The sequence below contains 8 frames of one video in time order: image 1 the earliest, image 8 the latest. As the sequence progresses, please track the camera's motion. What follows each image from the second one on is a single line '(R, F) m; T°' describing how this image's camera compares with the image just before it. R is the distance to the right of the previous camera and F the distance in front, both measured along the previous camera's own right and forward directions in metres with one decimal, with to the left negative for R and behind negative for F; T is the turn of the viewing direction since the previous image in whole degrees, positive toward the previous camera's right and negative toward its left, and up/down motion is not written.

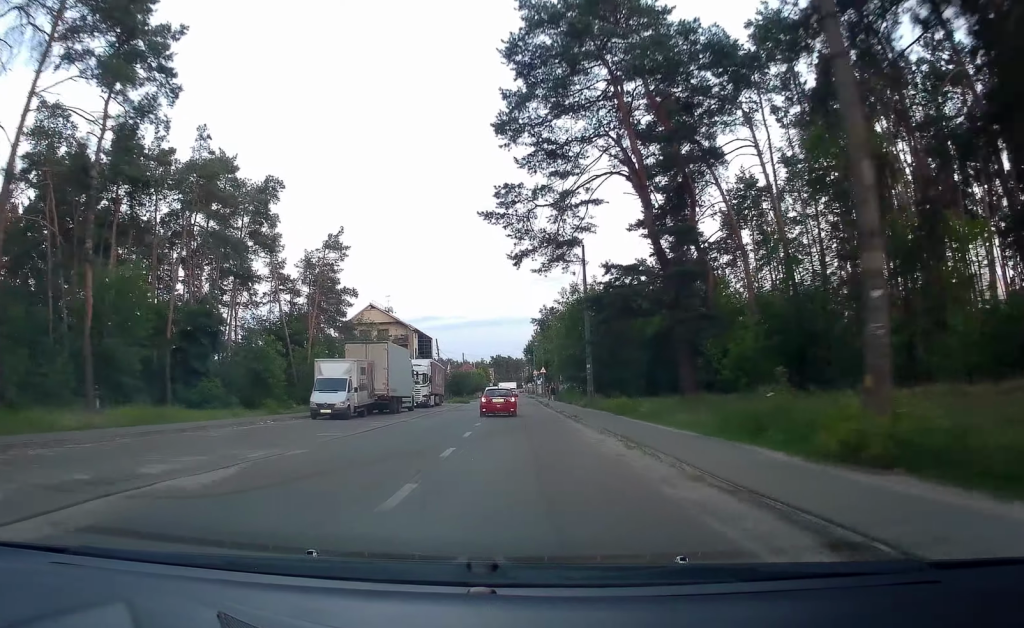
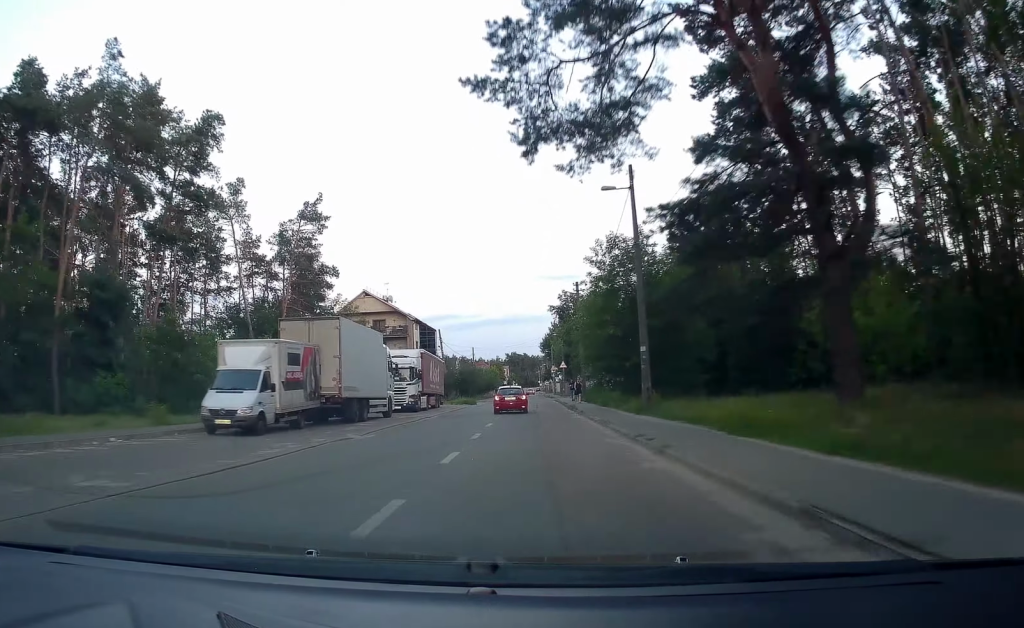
(+0.3, +10.3) m; 0°
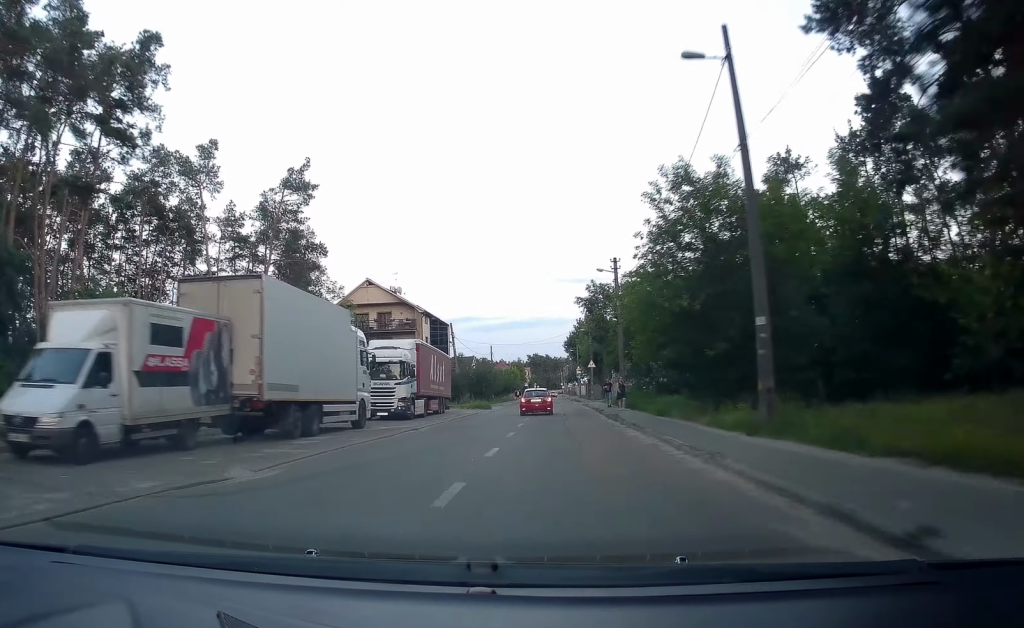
(-0.3, +8.4) m; -2°
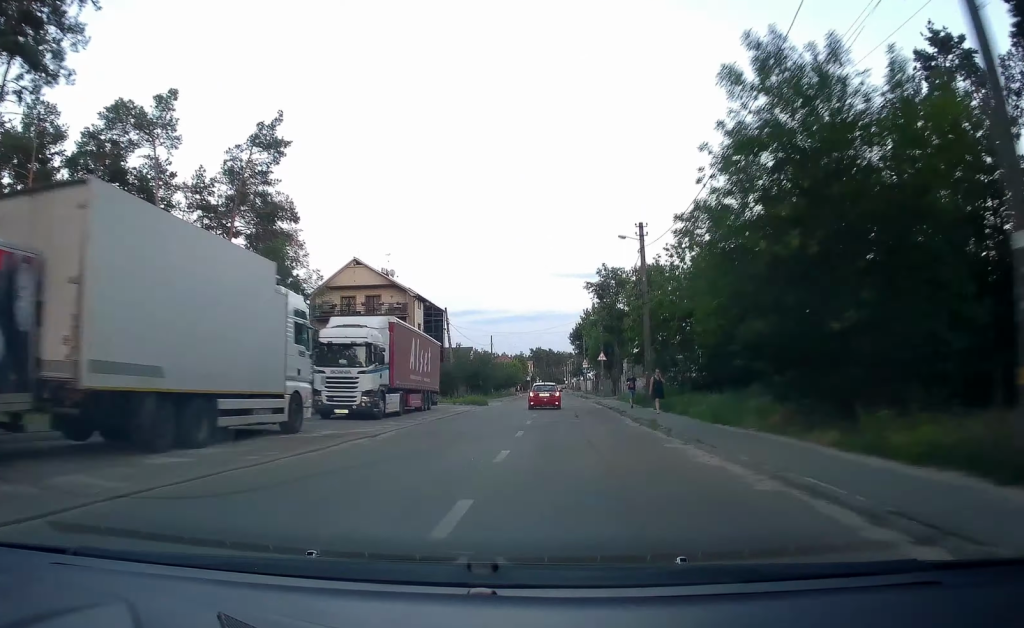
(0.0, +6.2) m; -1°
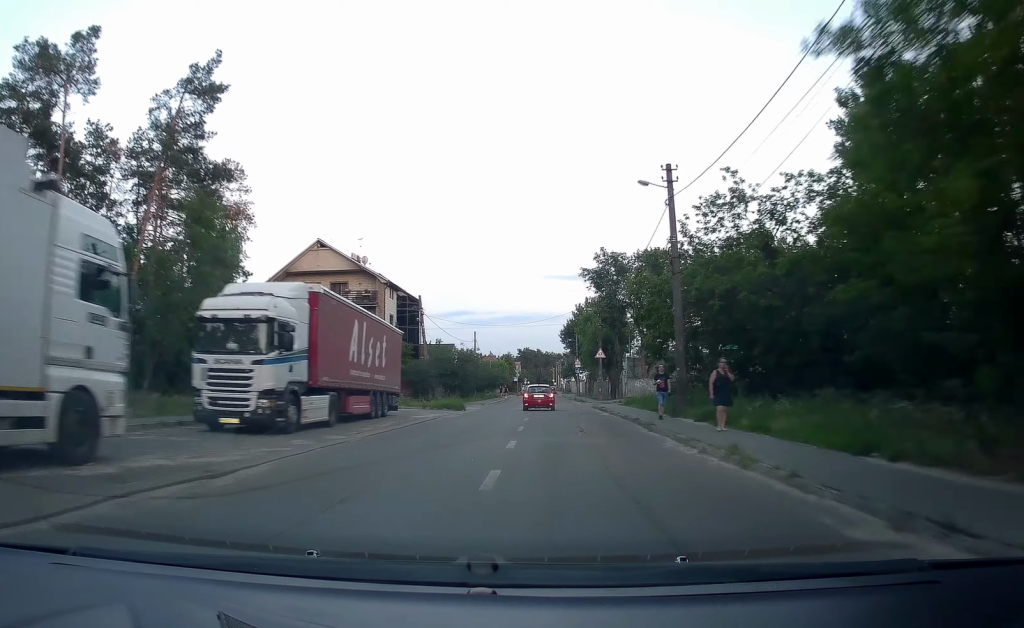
(-0.1, +7.6) m; -1°
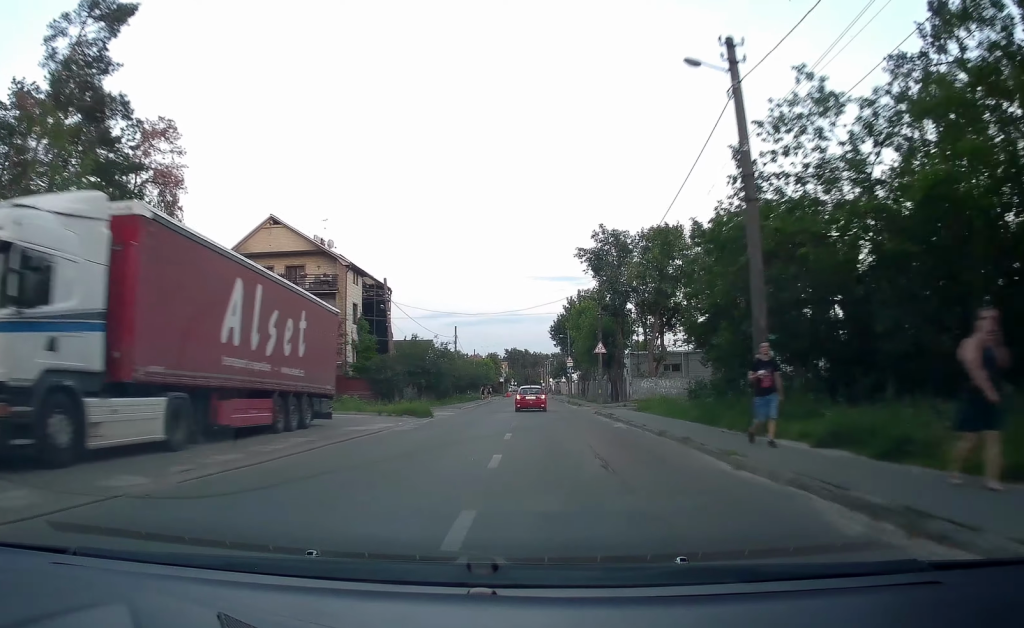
(-0.1, +7.9) m; -1°
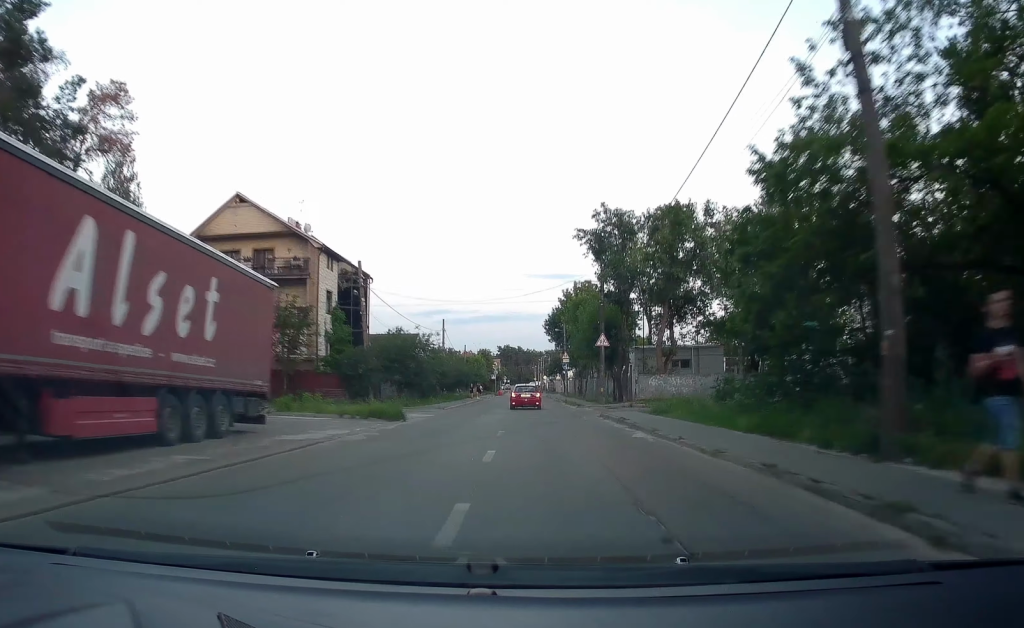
(0.0, +5.1) m; 0°
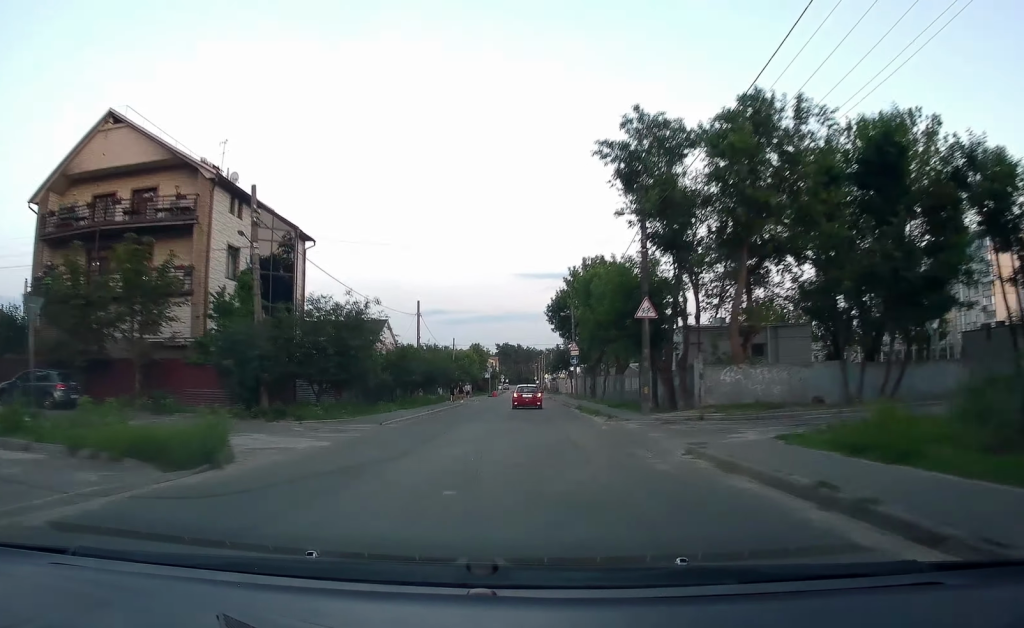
(+0.1, +15.6) m; +2°
